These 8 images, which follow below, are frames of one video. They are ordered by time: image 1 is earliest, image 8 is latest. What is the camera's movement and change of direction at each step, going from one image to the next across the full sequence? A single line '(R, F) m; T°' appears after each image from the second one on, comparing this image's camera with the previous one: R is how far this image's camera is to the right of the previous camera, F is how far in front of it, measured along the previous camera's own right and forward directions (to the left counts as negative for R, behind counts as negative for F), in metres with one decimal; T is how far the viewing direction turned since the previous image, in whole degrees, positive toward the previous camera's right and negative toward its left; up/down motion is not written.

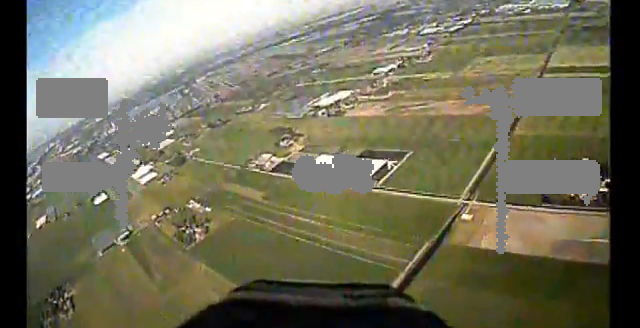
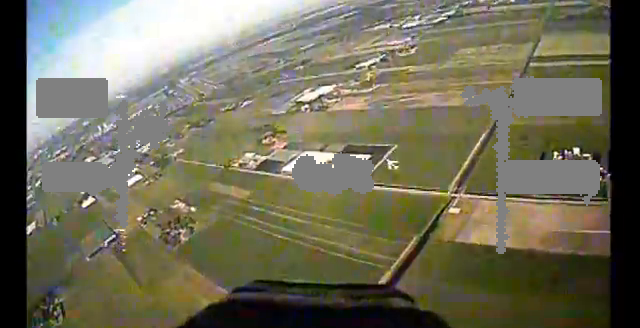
(+0.3, +16.8) m; +4°
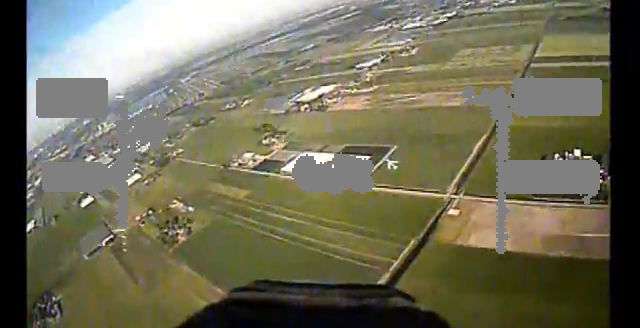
(+0.3, +5.2) m; +2°
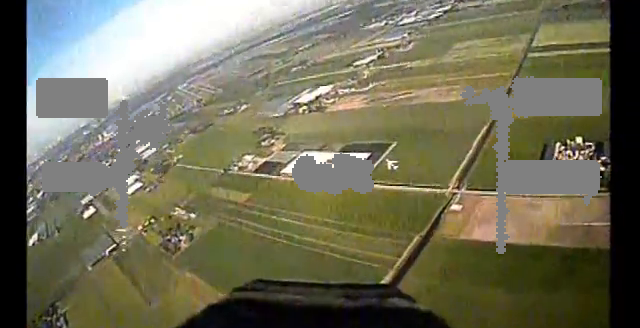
(+0.2, +6.1) m; +2°
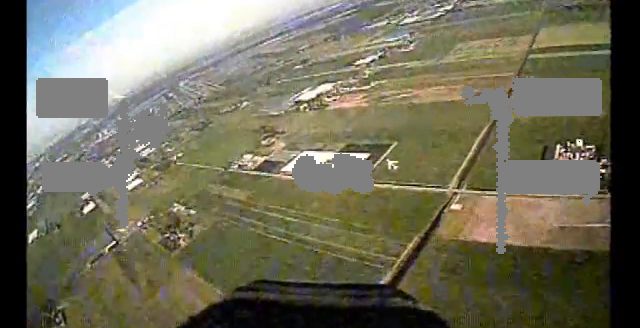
(0.0, +6.3) m; 0°
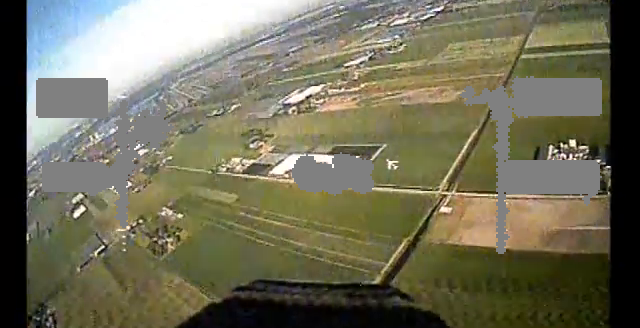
(0.0, +9.5) m; 0°
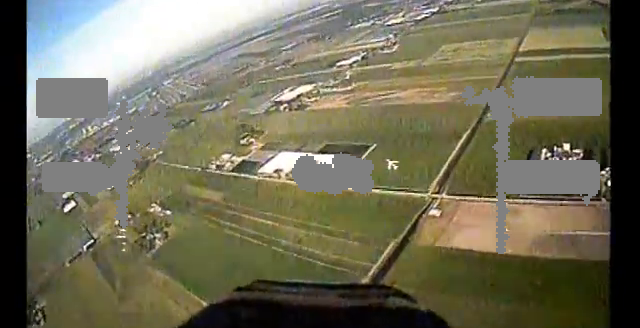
(0.0, +8.4) m; 0°
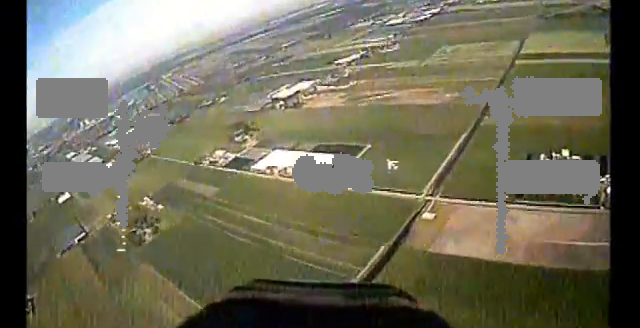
(0.0, +16.1) m; +1°
